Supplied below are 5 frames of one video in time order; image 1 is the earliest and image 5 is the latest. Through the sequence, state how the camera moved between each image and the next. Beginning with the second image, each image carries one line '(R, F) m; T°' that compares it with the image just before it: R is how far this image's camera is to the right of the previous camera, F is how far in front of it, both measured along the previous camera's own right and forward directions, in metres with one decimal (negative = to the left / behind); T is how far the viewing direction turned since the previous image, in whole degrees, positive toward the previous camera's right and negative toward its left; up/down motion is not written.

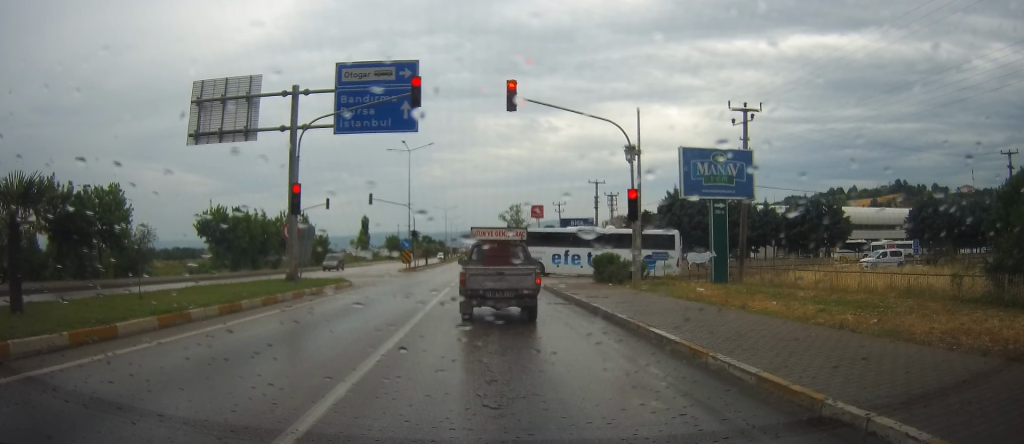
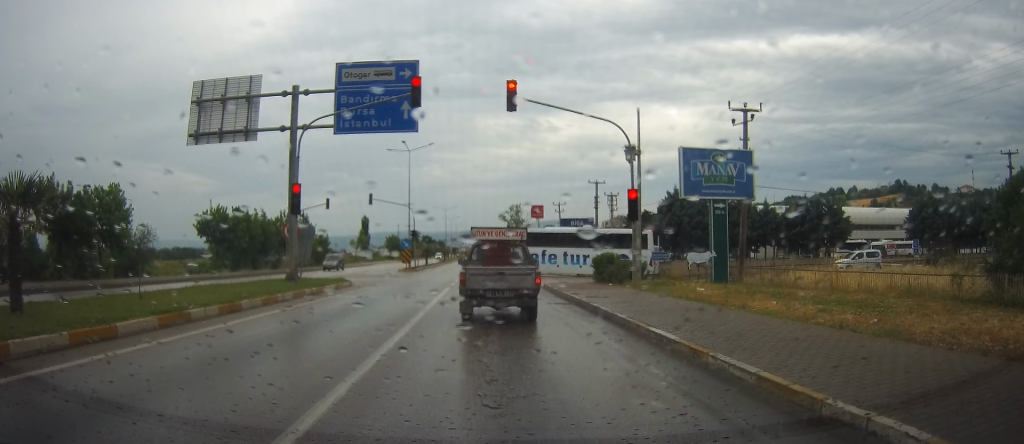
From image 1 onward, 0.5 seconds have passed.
(0.0, 0.0) m; 0°
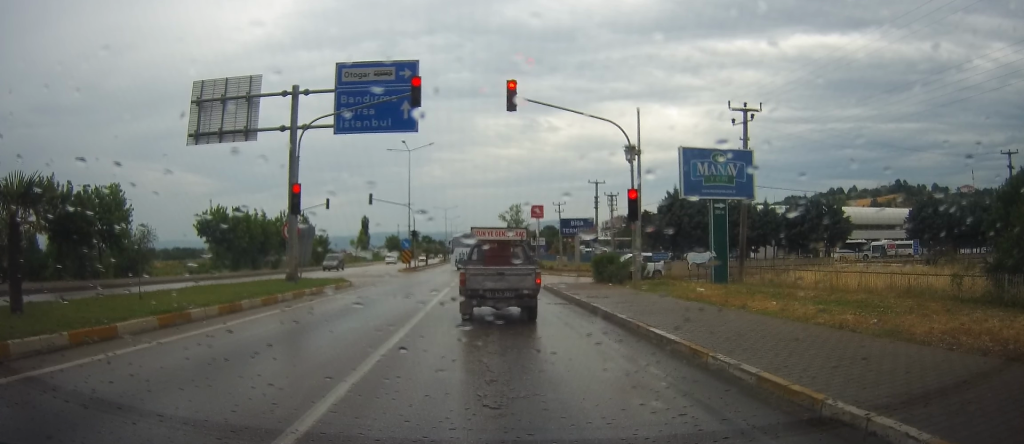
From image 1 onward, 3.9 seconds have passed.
(0.0, 0.0) m; 0°
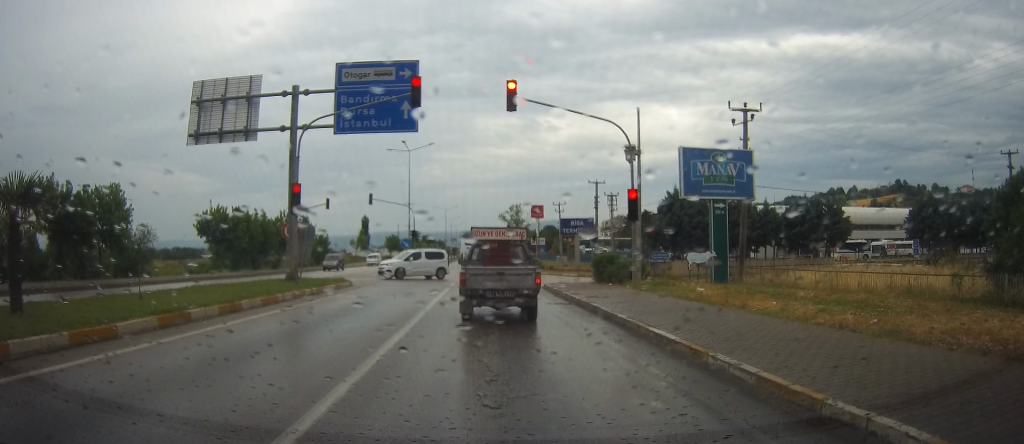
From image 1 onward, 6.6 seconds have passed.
(0.0, 0.0) m; 0°
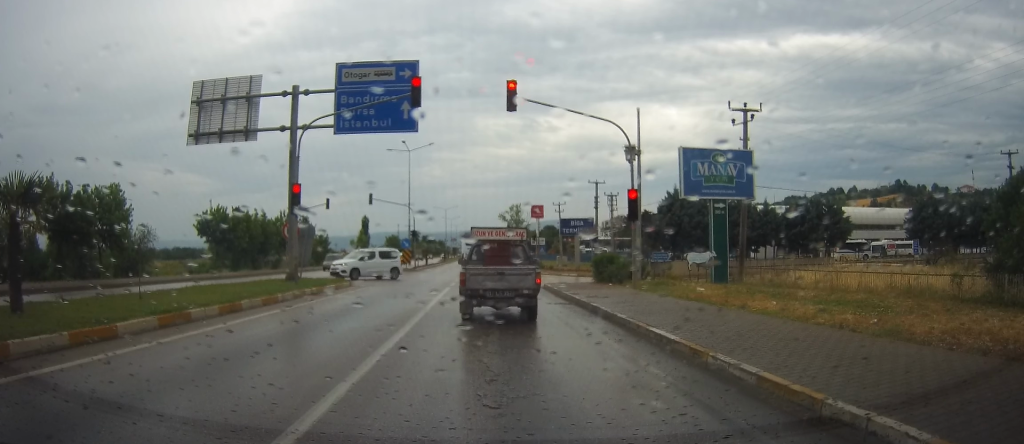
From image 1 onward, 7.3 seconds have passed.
(0.0, 0.0) m; 0°
